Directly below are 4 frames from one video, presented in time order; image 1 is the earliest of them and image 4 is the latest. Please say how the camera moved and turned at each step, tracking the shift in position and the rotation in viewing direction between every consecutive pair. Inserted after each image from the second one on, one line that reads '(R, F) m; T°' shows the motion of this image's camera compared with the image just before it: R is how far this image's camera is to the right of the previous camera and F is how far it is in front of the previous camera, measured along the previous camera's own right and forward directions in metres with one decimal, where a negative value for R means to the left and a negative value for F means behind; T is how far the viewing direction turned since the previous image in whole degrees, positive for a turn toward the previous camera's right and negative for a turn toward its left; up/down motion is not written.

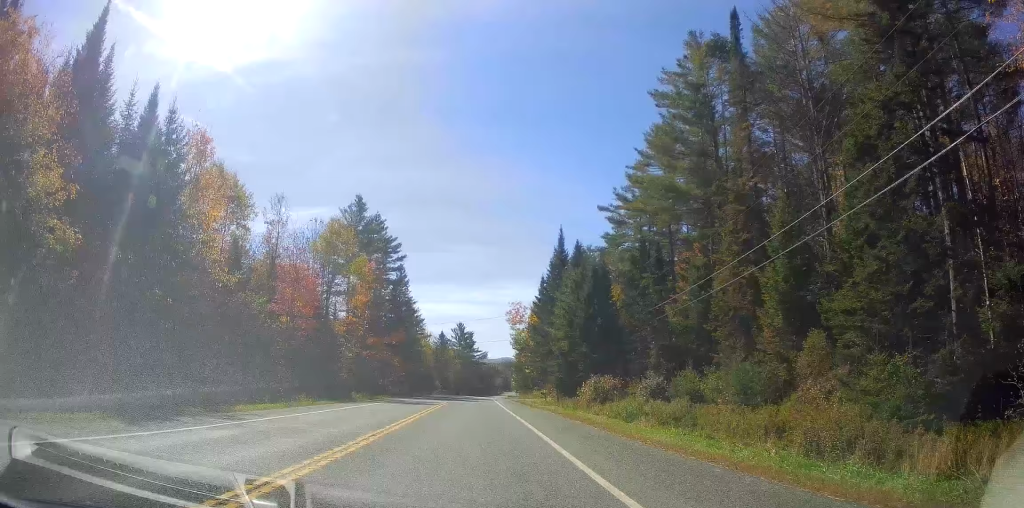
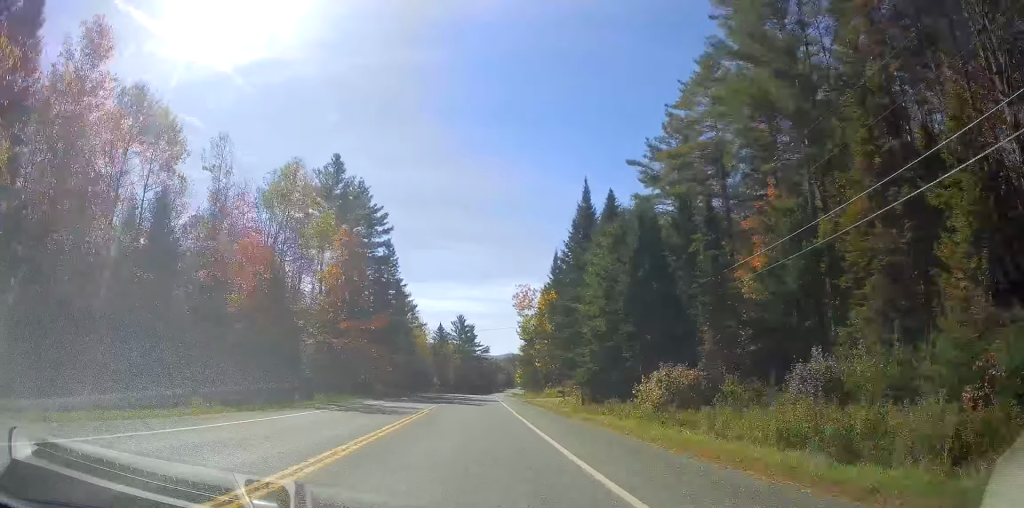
(-0.4, +13.3) m; -1°
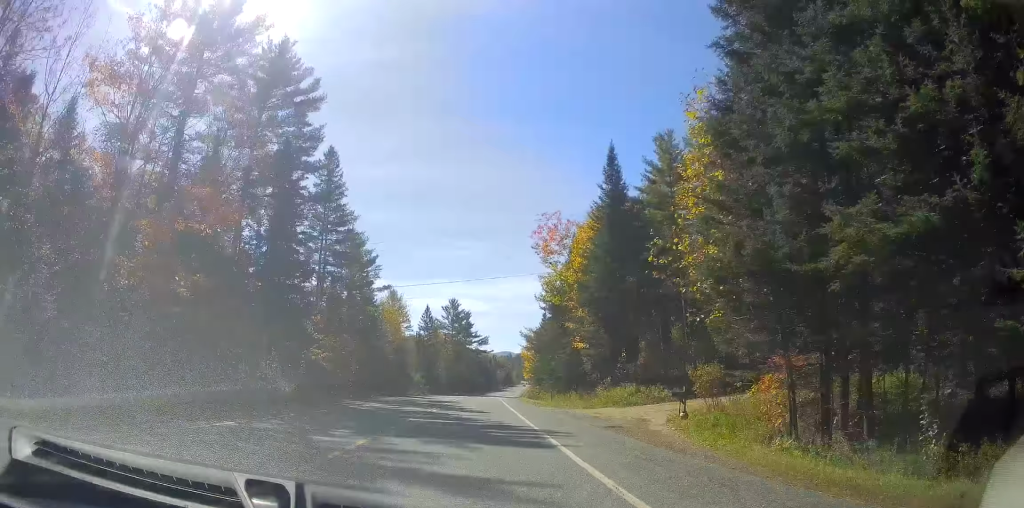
(-0.3, +31.2) m; 0°
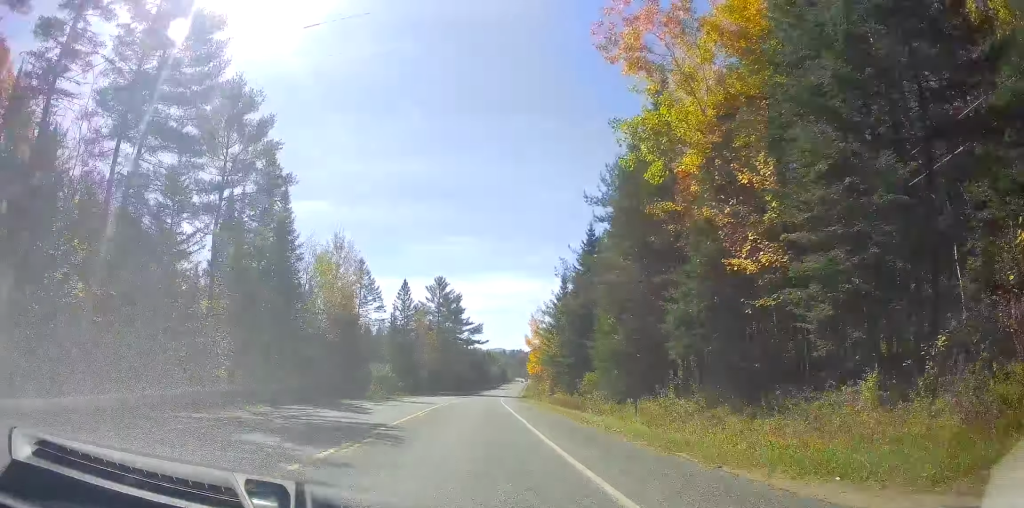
(+0.1, +27.4) m; 0°
